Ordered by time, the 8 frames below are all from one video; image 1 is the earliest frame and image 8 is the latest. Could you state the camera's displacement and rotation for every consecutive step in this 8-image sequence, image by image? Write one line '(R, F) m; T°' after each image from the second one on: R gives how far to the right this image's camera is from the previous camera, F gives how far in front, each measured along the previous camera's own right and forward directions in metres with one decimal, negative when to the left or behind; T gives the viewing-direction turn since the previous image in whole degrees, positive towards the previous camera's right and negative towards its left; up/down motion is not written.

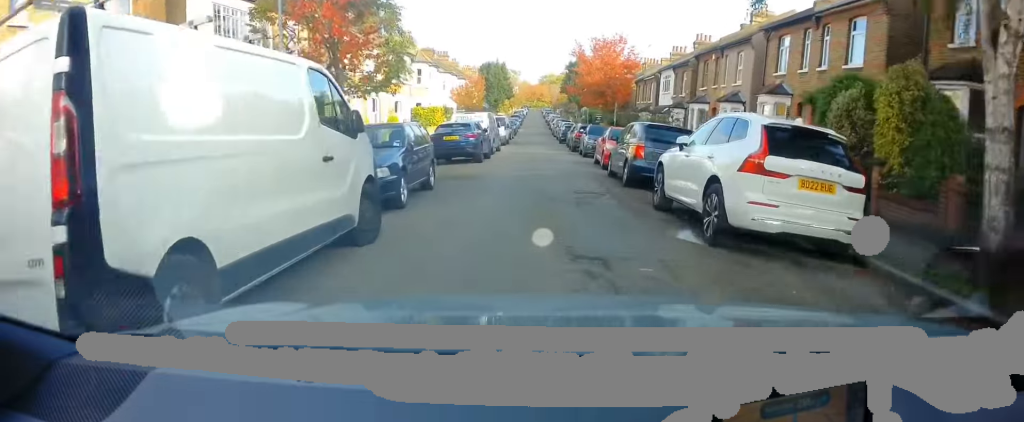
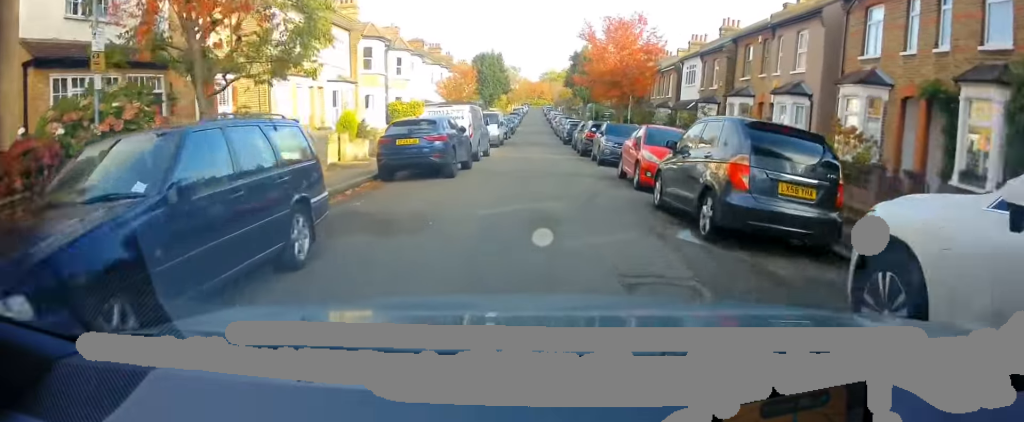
(-0.1, +6.6) m; 0°
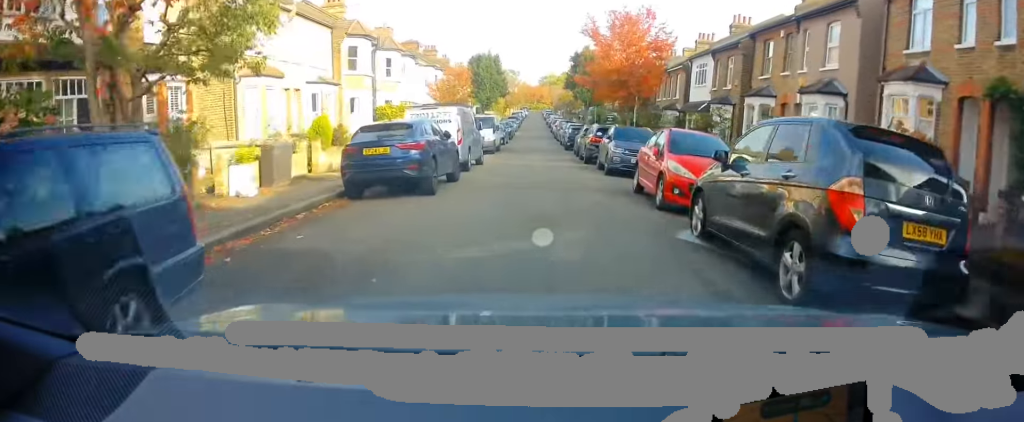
(0.0, +2.5) m; +1°
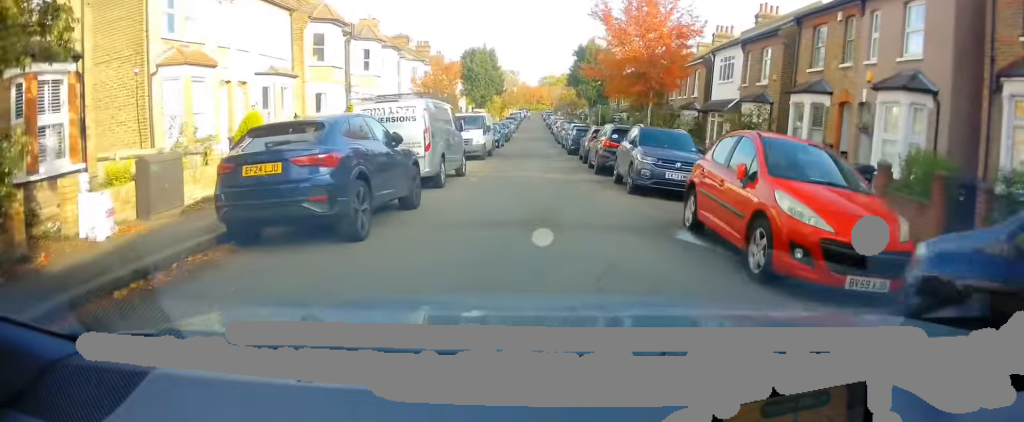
(+0.1, +4.8) m; +2°
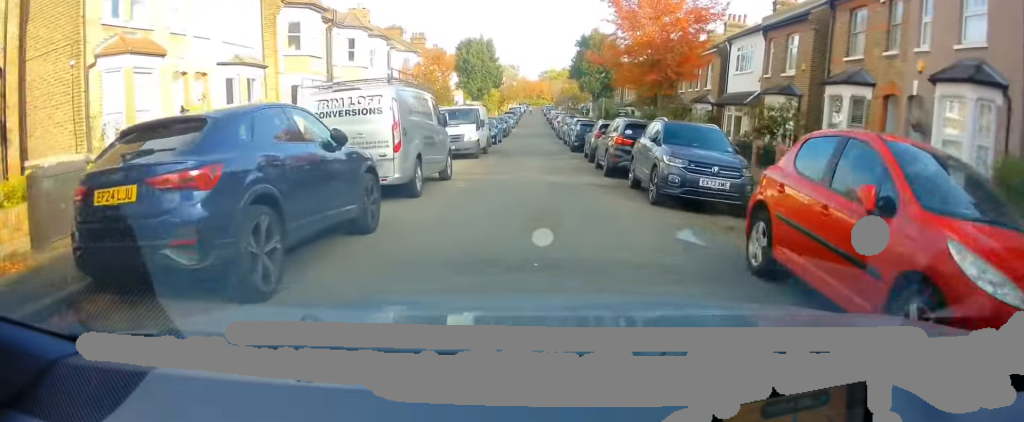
(+0.1, +2.6) m; 0°
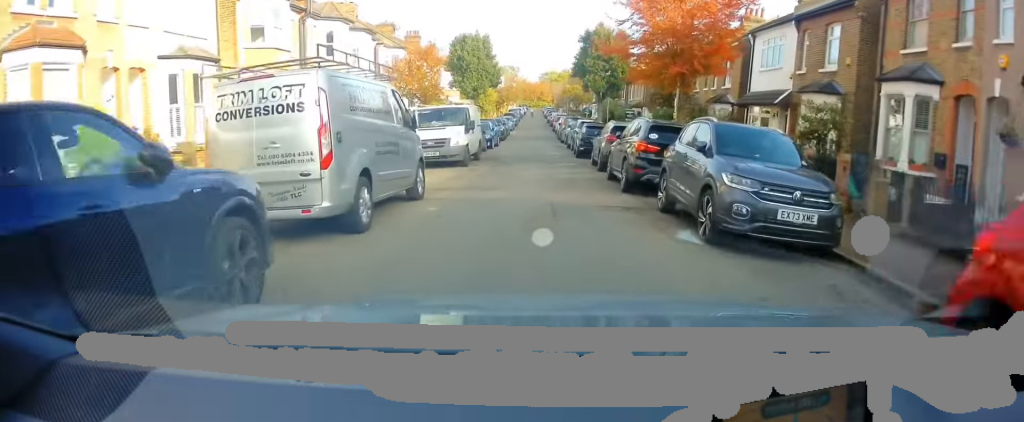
(+0.1, +3.2) m; -1°
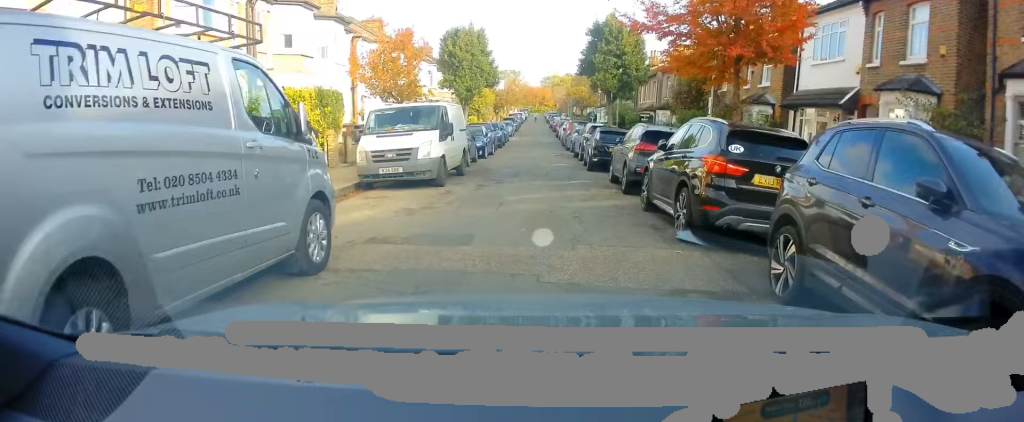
(-0.2, +4.6) m; -3°
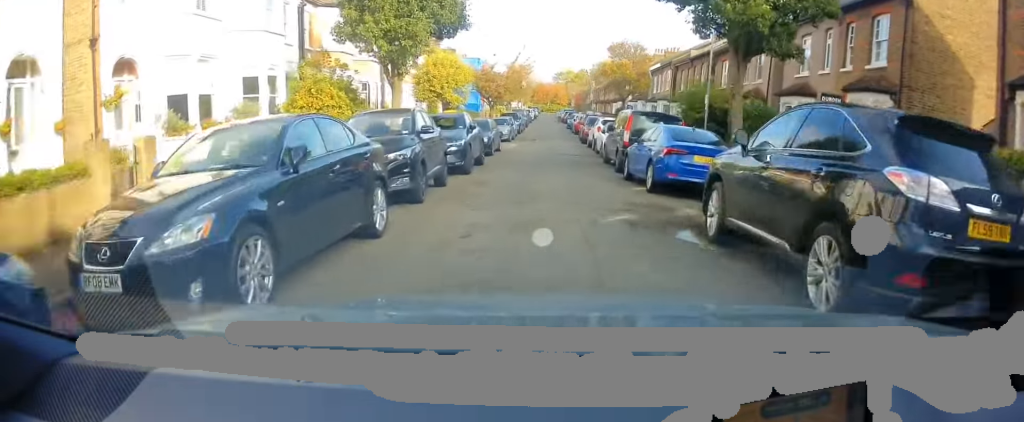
(-0.1, +20.1) m; 0°
